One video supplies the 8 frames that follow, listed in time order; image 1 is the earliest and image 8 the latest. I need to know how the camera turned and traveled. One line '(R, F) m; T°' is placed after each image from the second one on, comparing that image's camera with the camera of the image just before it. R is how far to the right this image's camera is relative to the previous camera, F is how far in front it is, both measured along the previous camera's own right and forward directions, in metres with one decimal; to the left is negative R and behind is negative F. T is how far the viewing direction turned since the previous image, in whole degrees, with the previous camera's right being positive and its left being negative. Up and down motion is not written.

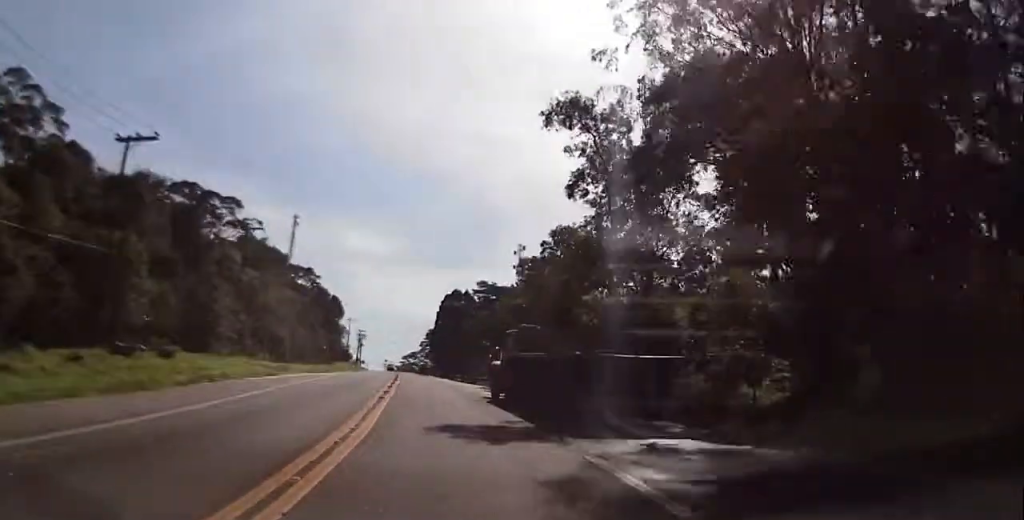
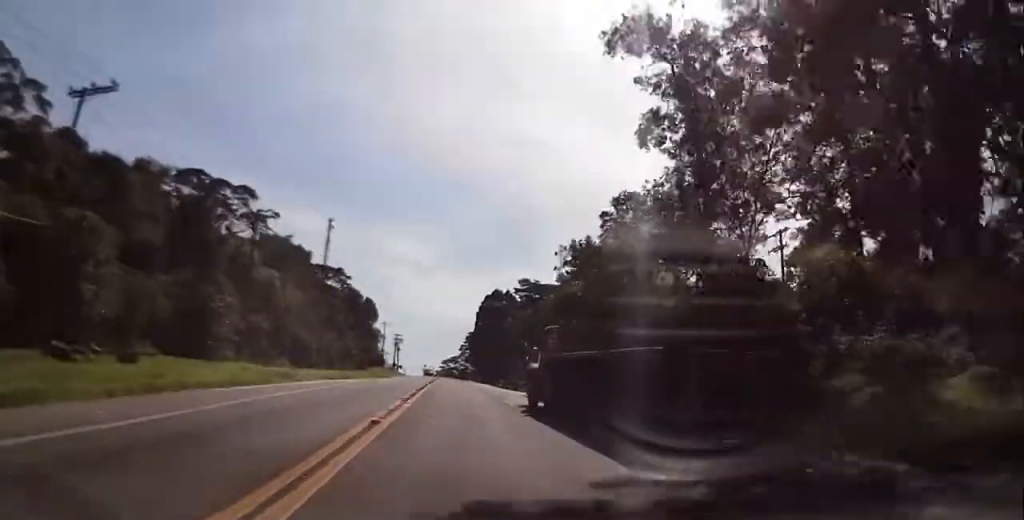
(-0.1, +7.8) m; 0°
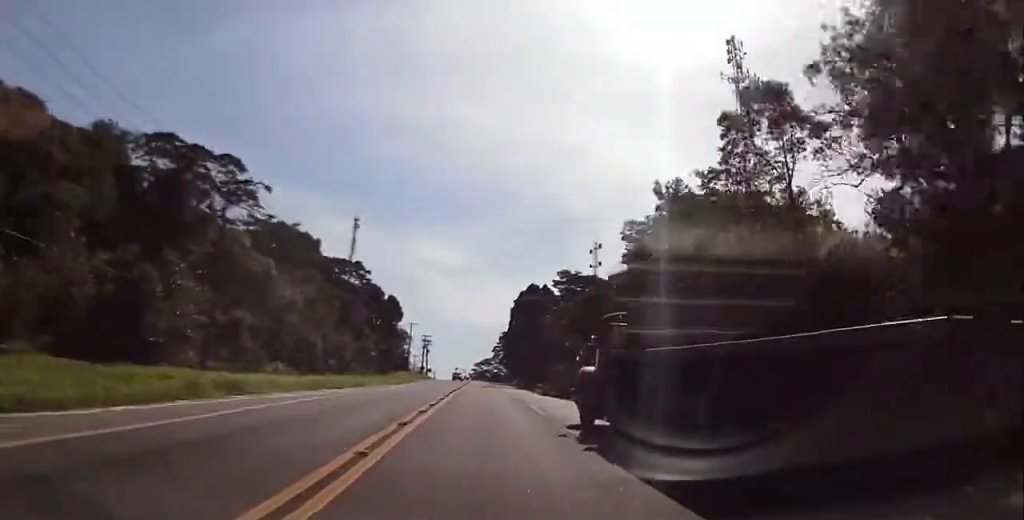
(-0.1, +12.8) m; -4°
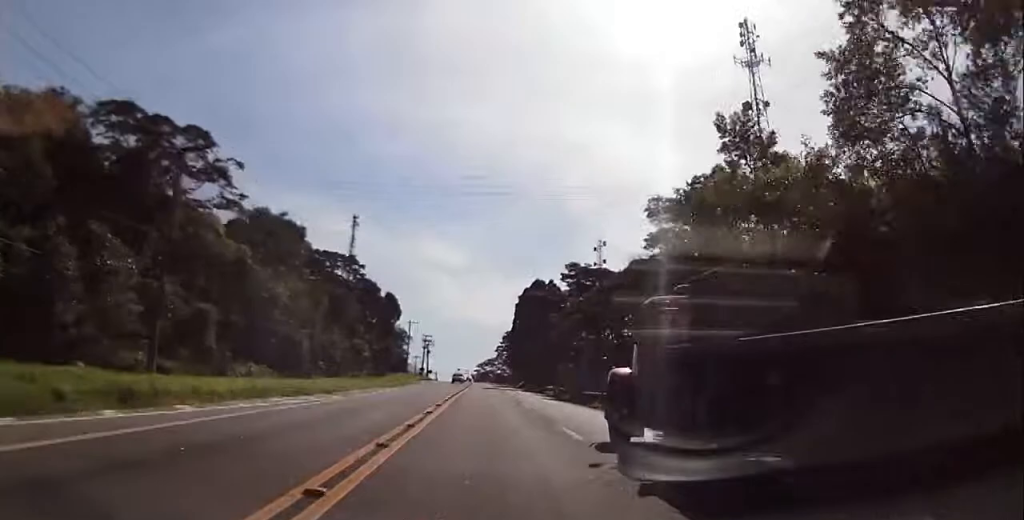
(+0.5, +7.3) m; -4°
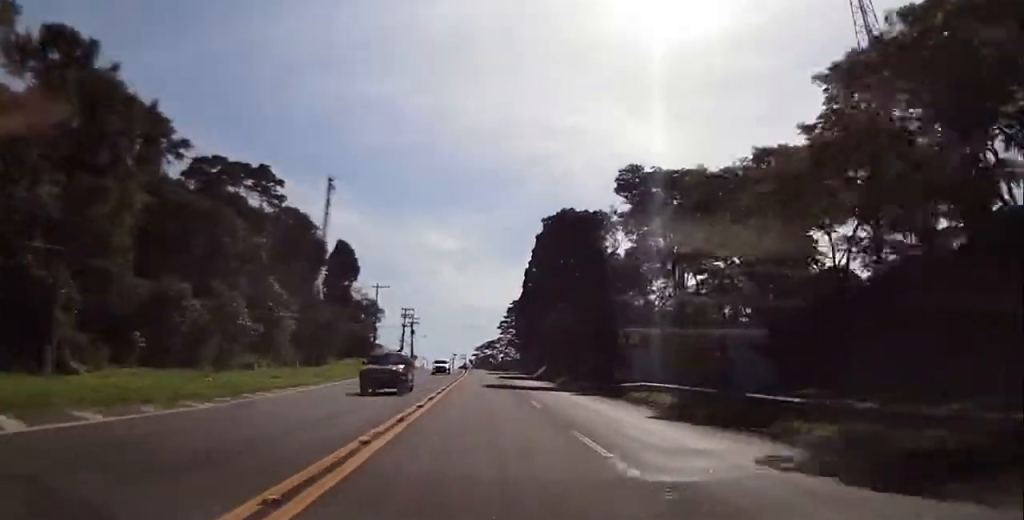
(-7.3, +41.2) m; -7°
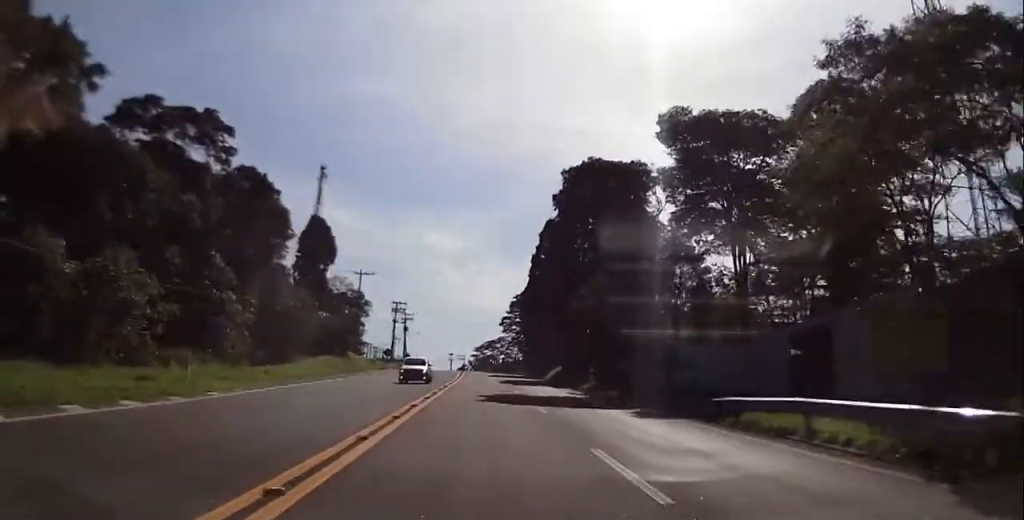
(+1.3, +13.8) m; 0°
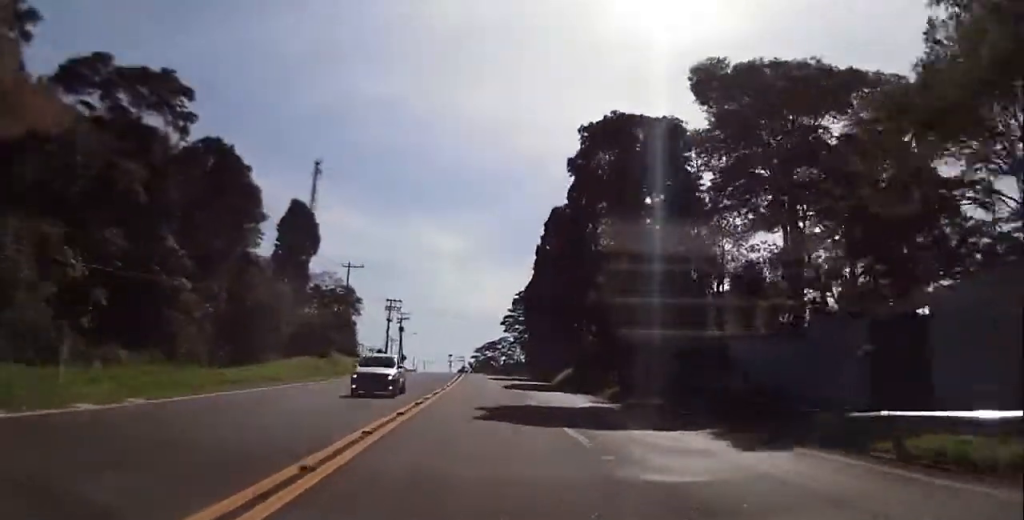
(-0.2, +7.8) m; +1°
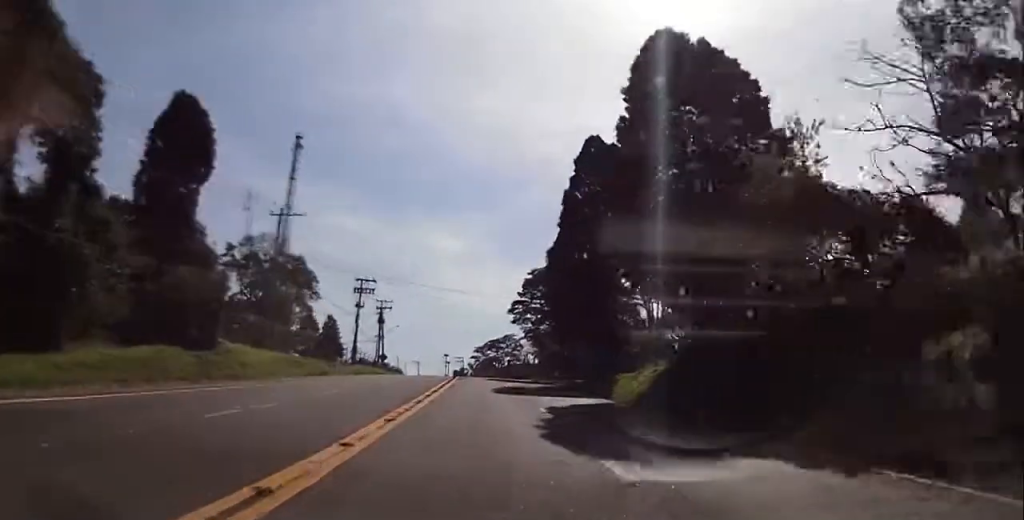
(+1.4, +27.8) m; 0°
